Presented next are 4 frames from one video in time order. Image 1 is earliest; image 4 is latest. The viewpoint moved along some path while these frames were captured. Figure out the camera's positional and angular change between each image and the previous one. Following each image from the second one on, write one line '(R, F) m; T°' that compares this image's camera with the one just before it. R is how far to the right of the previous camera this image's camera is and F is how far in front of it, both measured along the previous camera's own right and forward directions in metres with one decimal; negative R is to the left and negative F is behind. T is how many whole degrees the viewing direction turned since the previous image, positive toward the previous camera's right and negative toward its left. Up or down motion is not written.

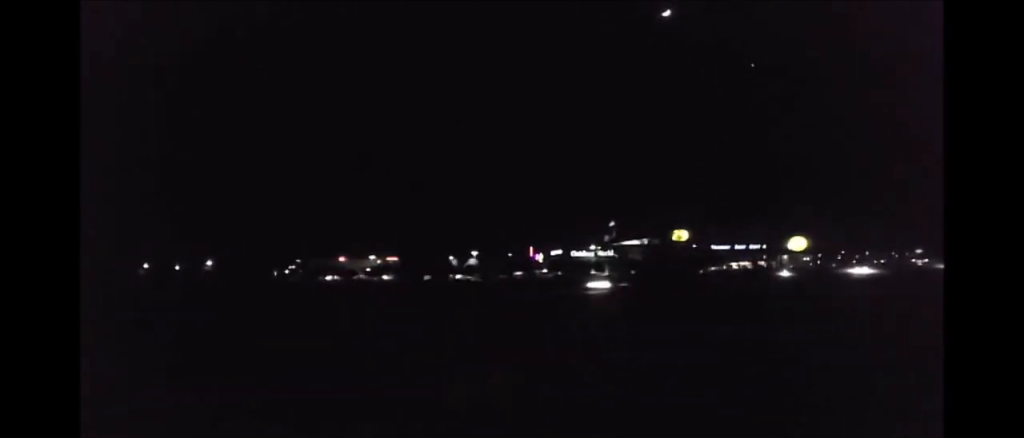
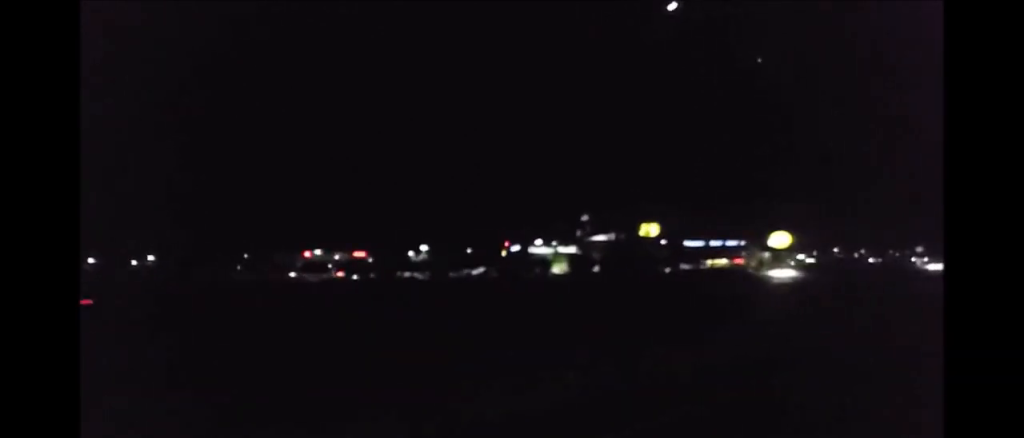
(-0.3, +26.7) m; 0°
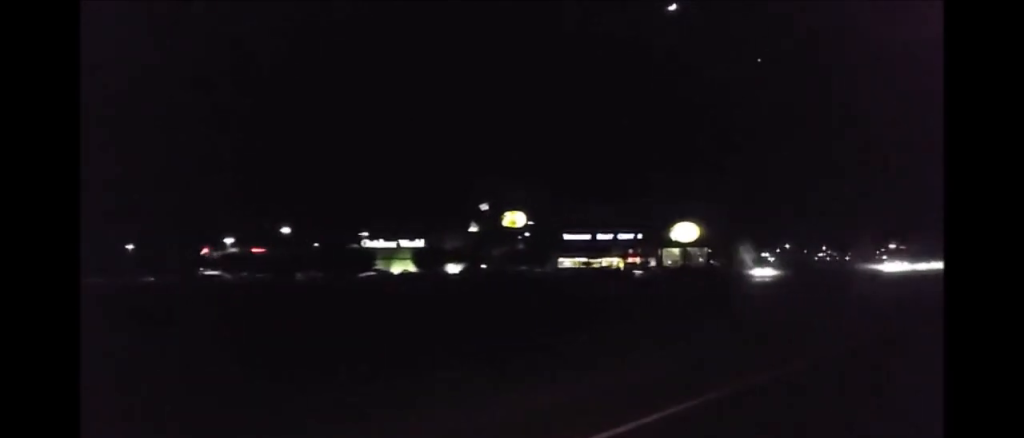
(+1.1, +72.8) m; +1°
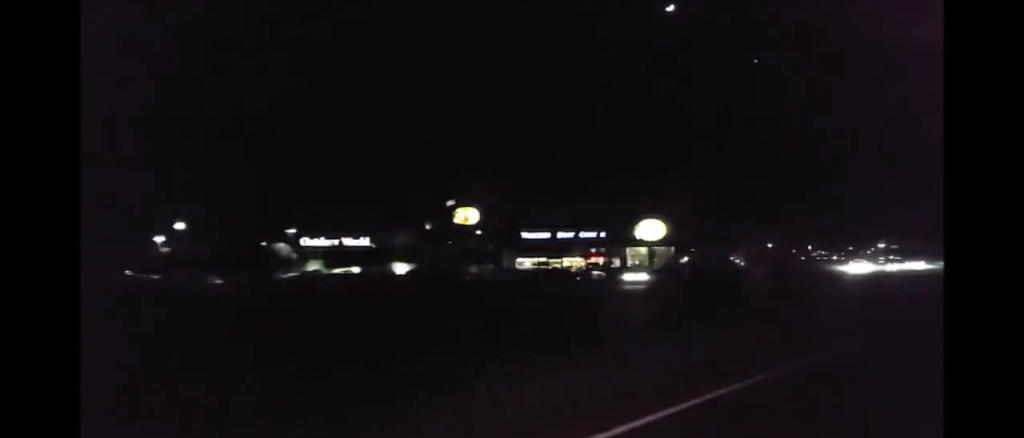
(0.0, +17.7) m; 0°
